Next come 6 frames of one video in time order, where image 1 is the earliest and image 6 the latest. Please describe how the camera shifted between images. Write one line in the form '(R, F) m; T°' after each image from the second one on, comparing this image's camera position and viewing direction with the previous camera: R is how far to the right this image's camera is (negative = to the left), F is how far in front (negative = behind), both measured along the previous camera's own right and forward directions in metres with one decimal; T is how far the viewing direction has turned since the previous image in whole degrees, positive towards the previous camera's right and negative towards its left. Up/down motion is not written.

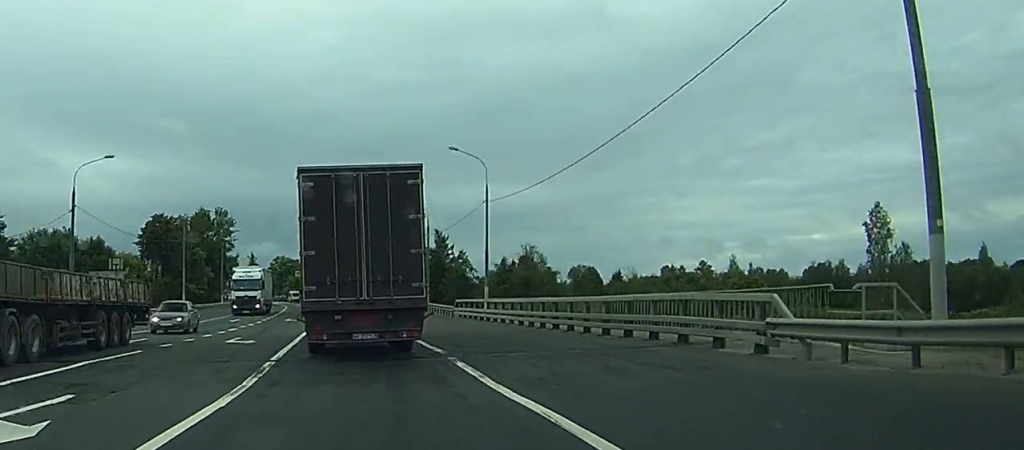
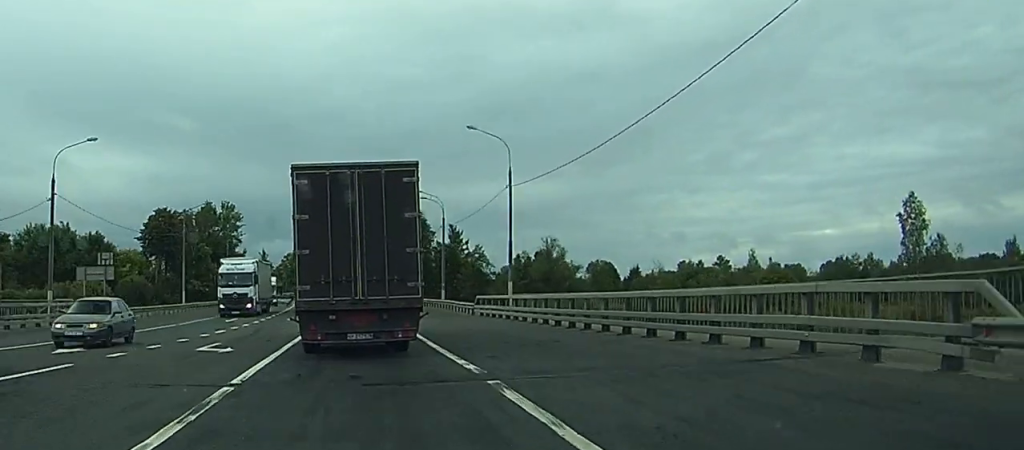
(0.0, +6.5) m; -1°
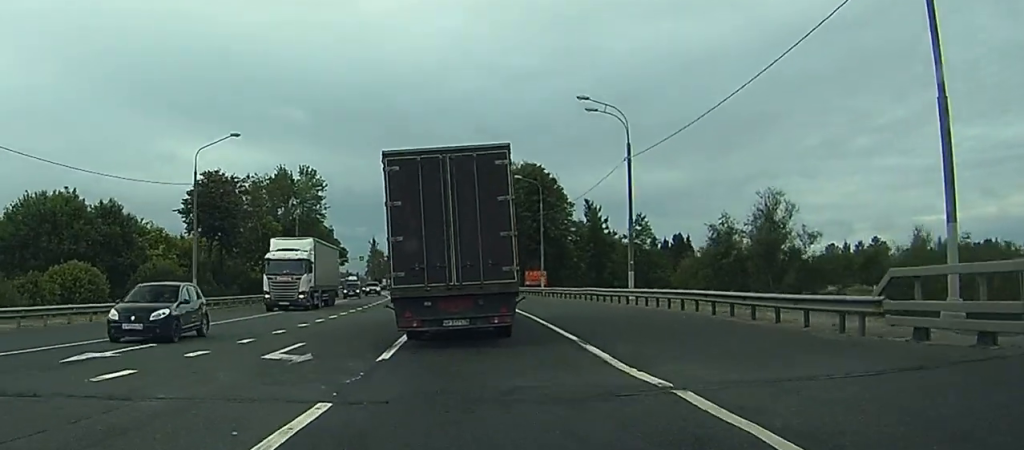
(-1.5, +38.4) m; -6°
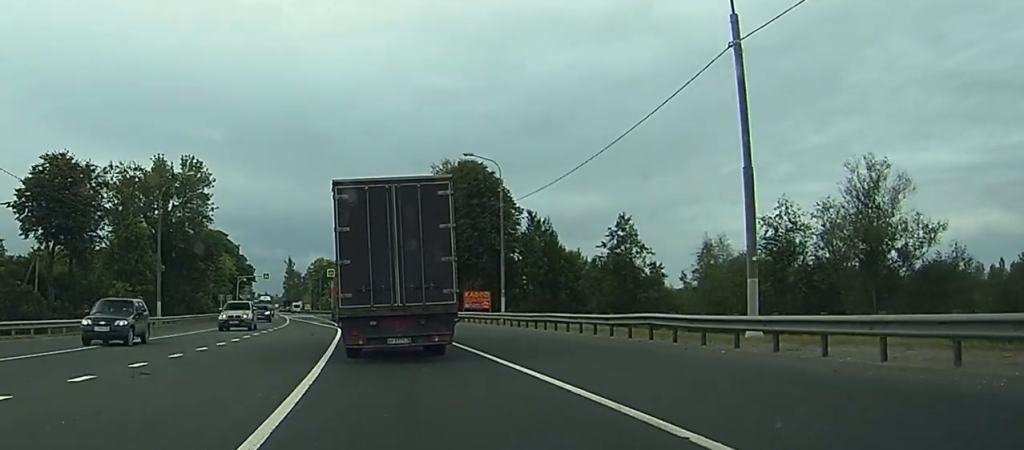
(-0.4, +26.2) m; 0°
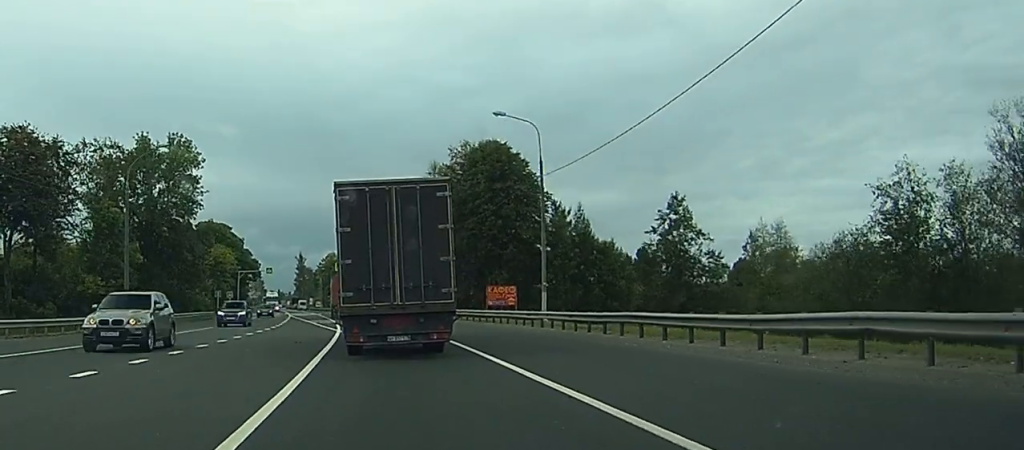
(+0.2, +11.2) m; 0°
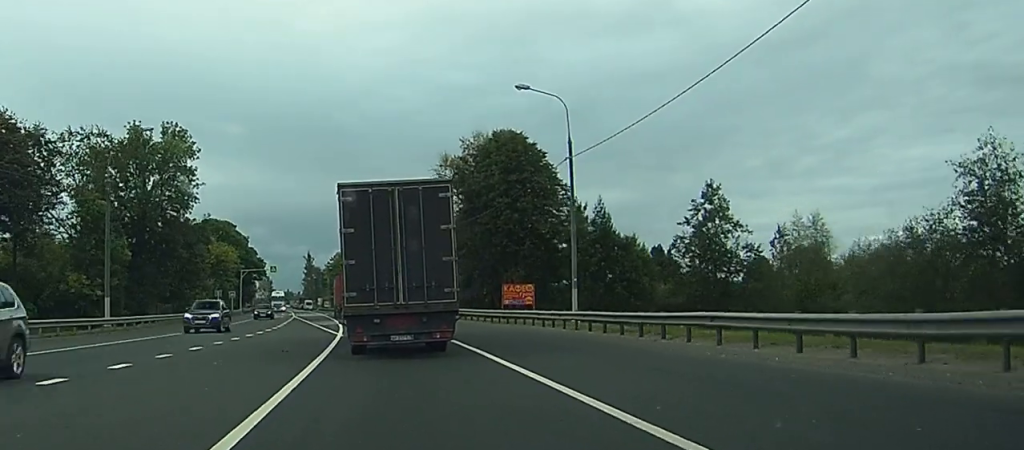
(0.0, +5.5) m; 0°
